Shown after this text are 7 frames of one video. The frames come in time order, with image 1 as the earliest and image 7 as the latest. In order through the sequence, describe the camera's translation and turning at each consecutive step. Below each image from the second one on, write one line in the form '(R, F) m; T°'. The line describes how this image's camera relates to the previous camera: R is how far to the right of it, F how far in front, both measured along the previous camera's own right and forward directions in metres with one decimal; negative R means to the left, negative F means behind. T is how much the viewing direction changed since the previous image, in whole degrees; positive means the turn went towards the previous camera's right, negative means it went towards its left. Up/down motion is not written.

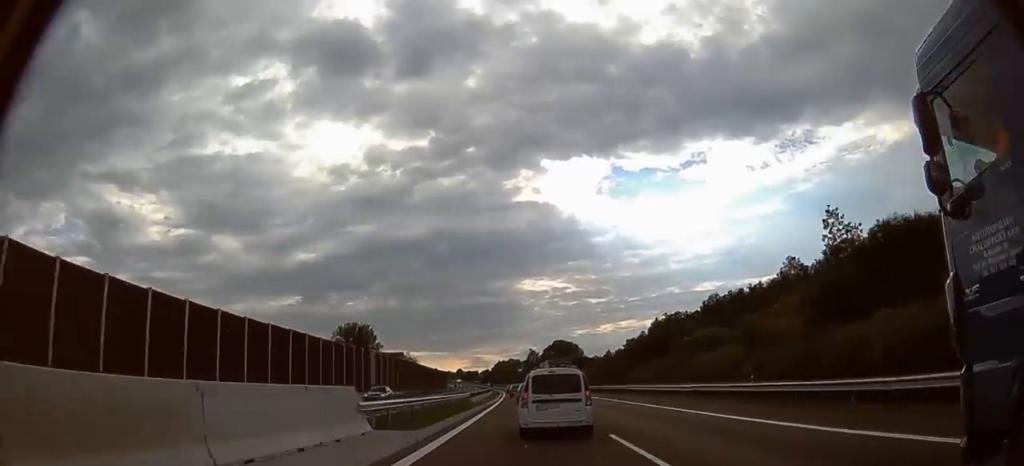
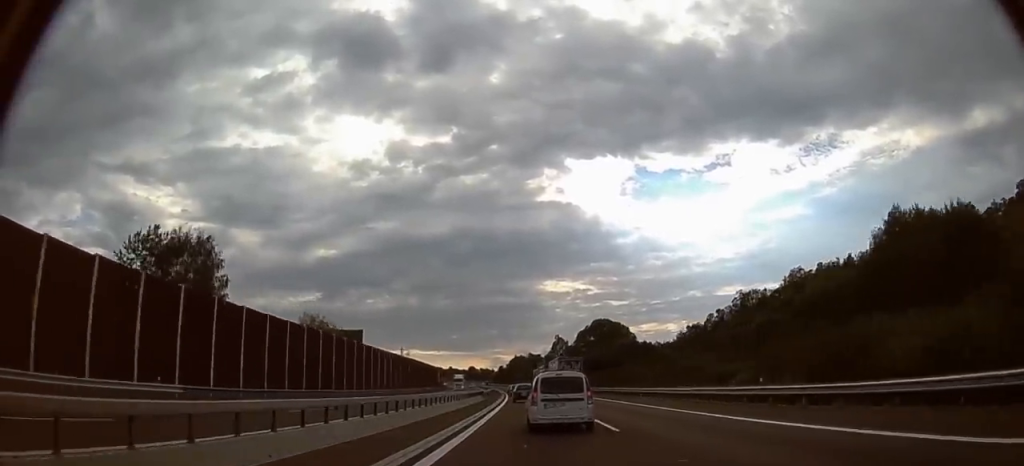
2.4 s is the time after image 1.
(-2.0, +57.3) m; -3°
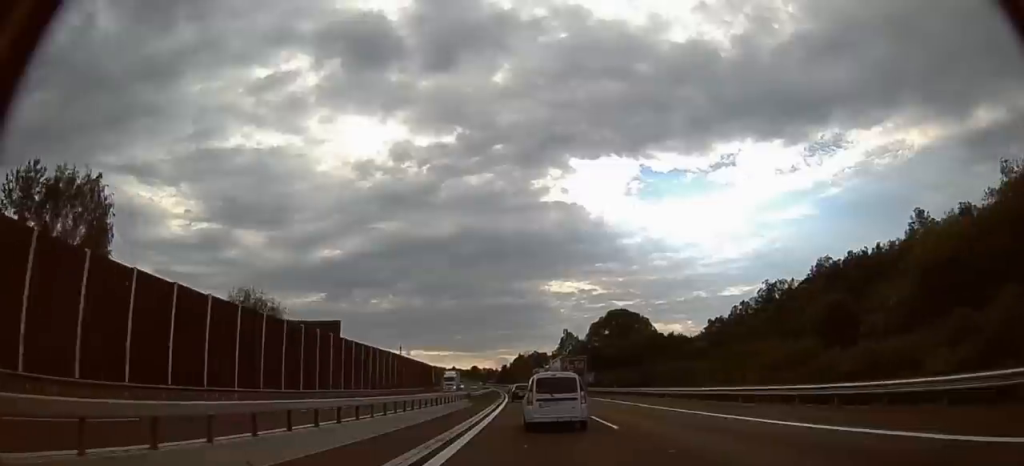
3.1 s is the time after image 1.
(0.0, +17.5) m; 0°
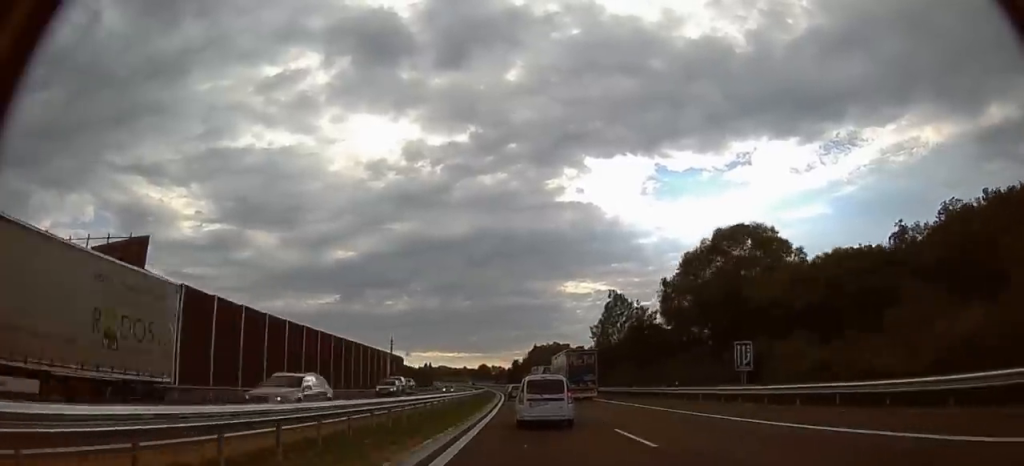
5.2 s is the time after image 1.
(+0.2, +62.7) m; -1°
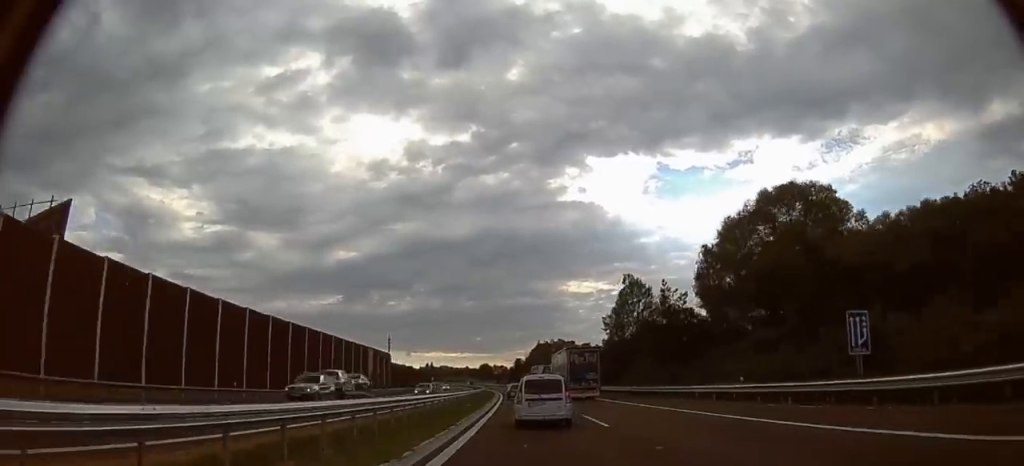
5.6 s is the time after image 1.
(+0.2, +11.1) m; -1°
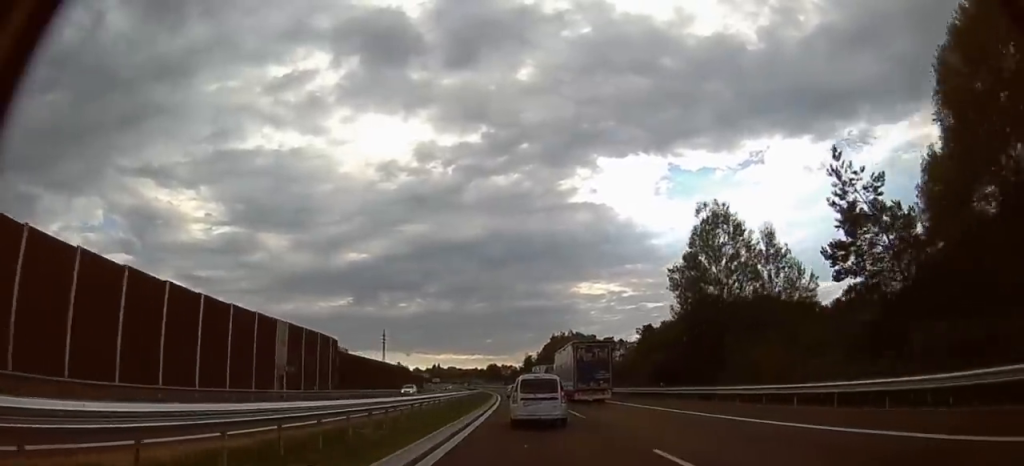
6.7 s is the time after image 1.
(-1.0, +27.2) m; -3°
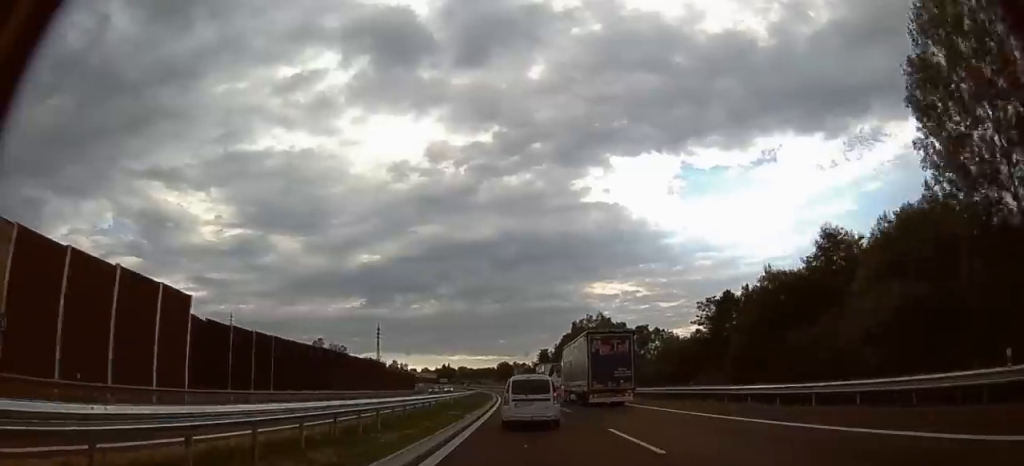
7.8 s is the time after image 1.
(-0.3, +27.4) m; 0°
